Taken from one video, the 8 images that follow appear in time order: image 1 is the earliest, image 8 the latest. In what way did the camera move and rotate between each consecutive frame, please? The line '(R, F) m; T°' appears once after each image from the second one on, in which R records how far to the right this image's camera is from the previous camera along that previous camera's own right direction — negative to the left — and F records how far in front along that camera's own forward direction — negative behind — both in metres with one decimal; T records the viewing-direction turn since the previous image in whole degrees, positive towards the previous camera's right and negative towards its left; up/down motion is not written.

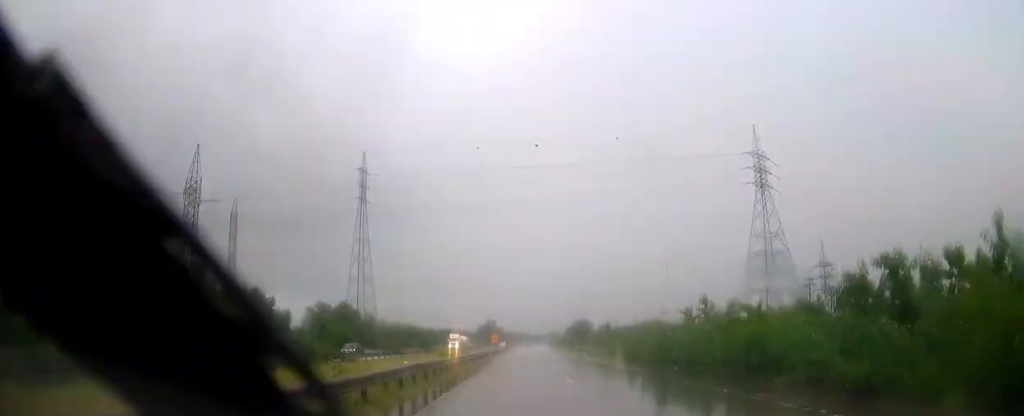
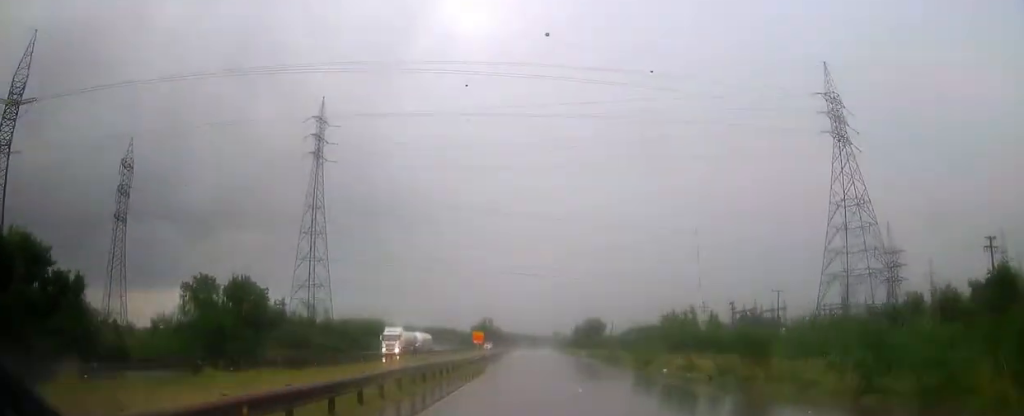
(0.0, +44.2) m; 0°
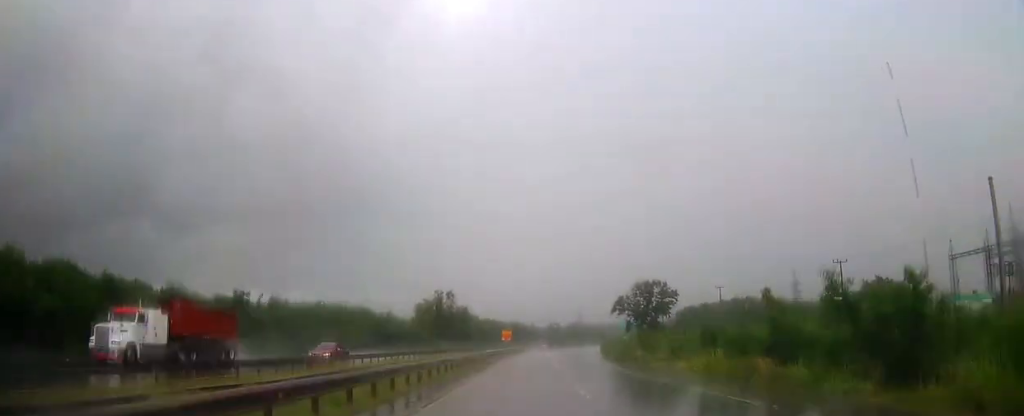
(+0.2, +127.2) m; +2°
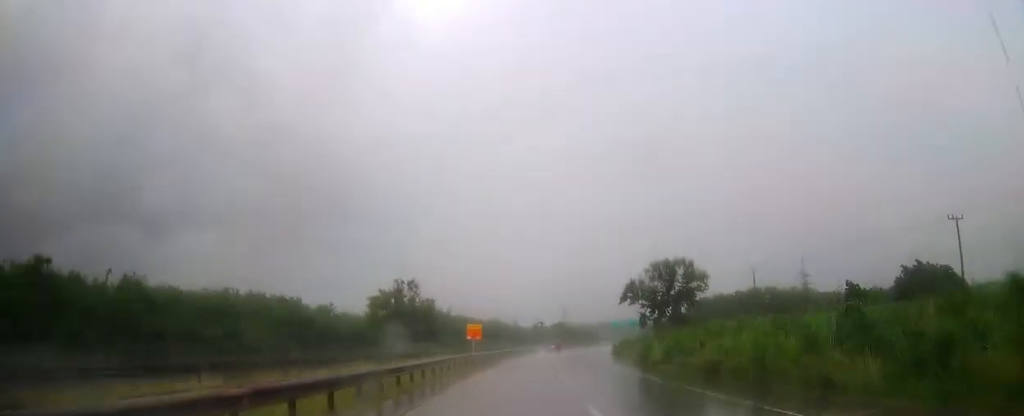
(0.0, +31.4) m; +2°
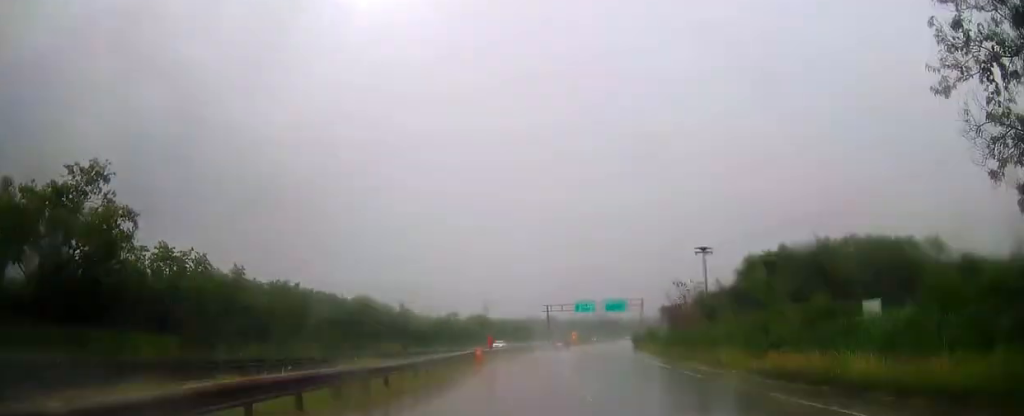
(+4.8, +87.2) m; +7°
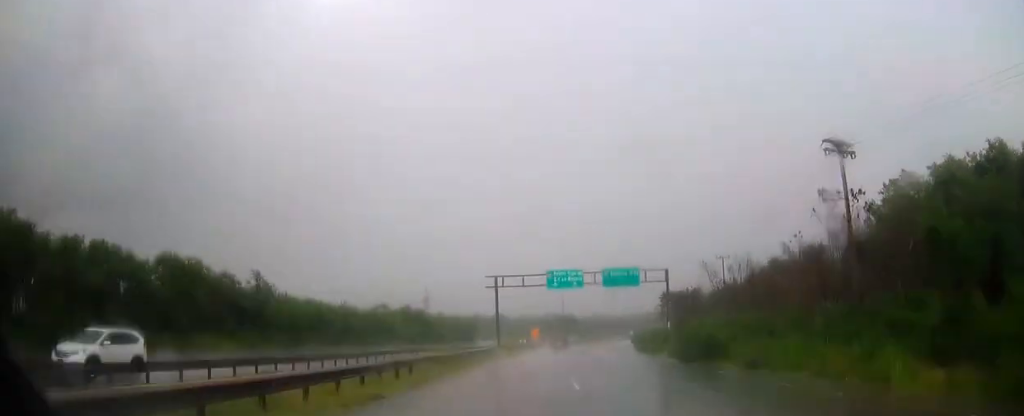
(+1.4, +47.0) m; +5°
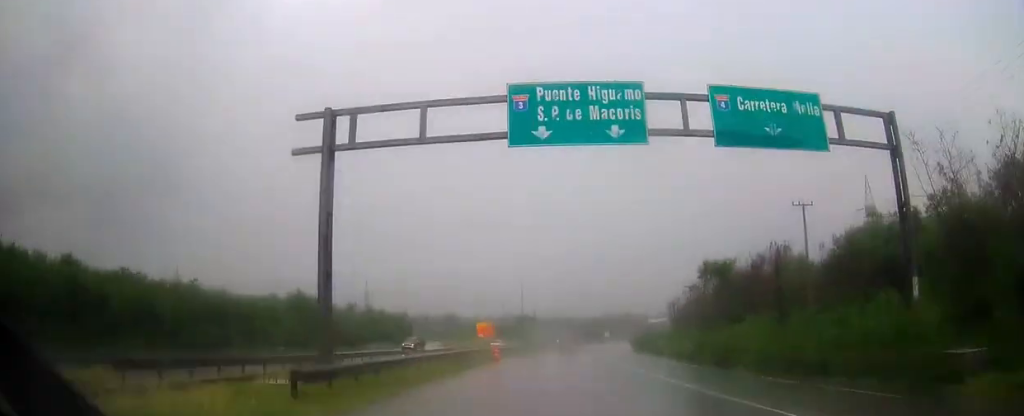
(+2.5, +43.8) m; +5°
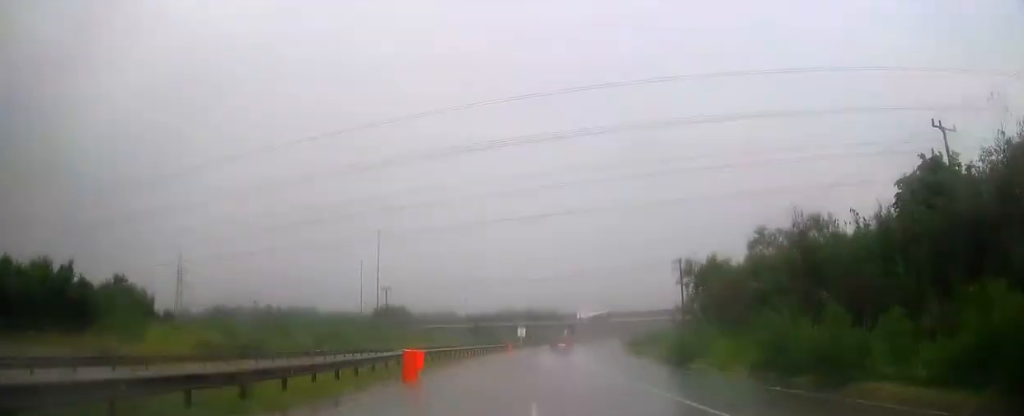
(+8.0, +93.5) m; +10°
